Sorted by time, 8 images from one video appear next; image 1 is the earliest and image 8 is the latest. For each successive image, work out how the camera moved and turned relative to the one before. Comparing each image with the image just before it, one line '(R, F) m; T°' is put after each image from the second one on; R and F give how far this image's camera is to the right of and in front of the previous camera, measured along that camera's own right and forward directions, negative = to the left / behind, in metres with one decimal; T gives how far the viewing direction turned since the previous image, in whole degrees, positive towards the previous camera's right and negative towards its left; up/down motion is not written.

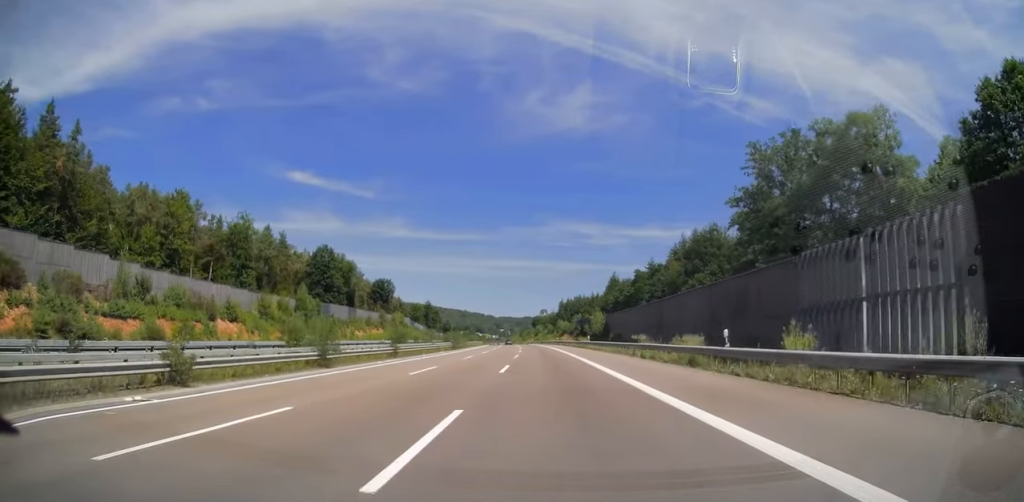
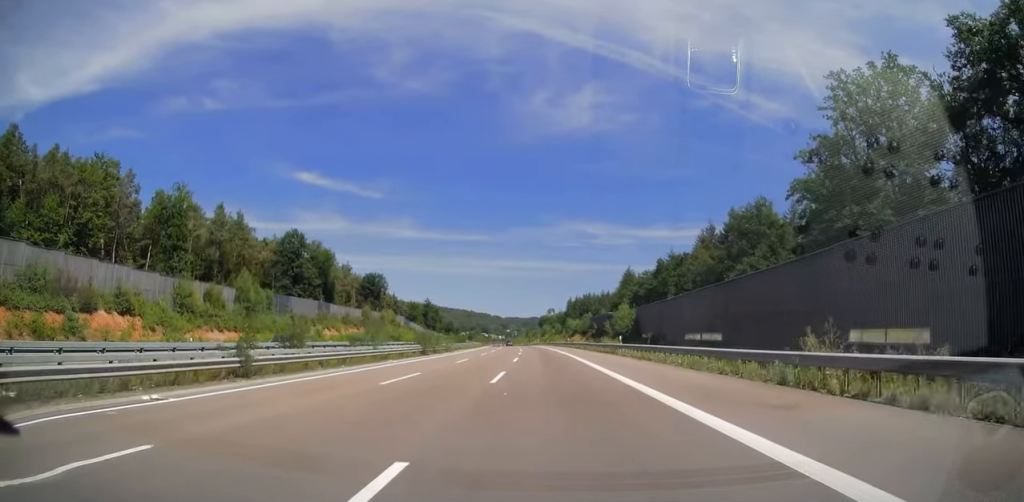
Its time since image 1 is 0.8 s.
(+0.2, +22.8) m; -1°
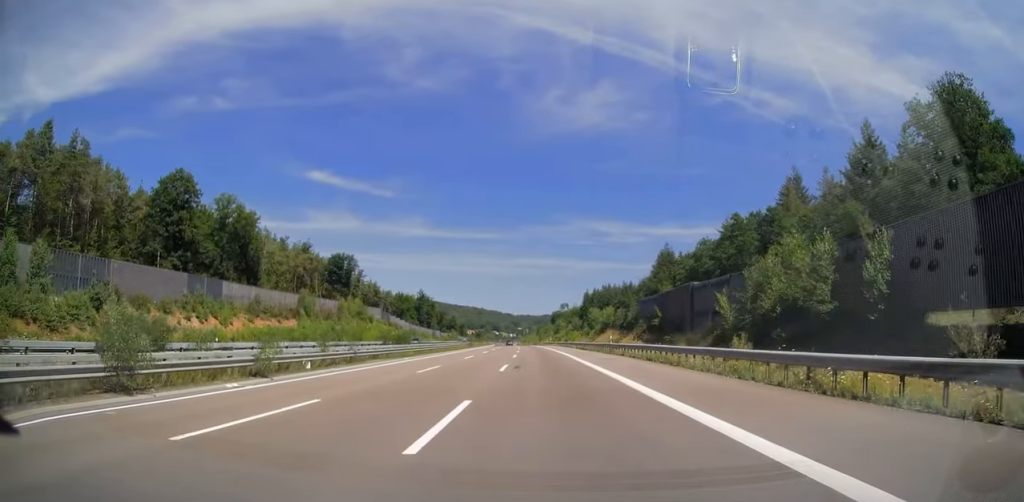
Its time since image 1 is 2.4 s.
(-0.6, +47.6) m; -1°
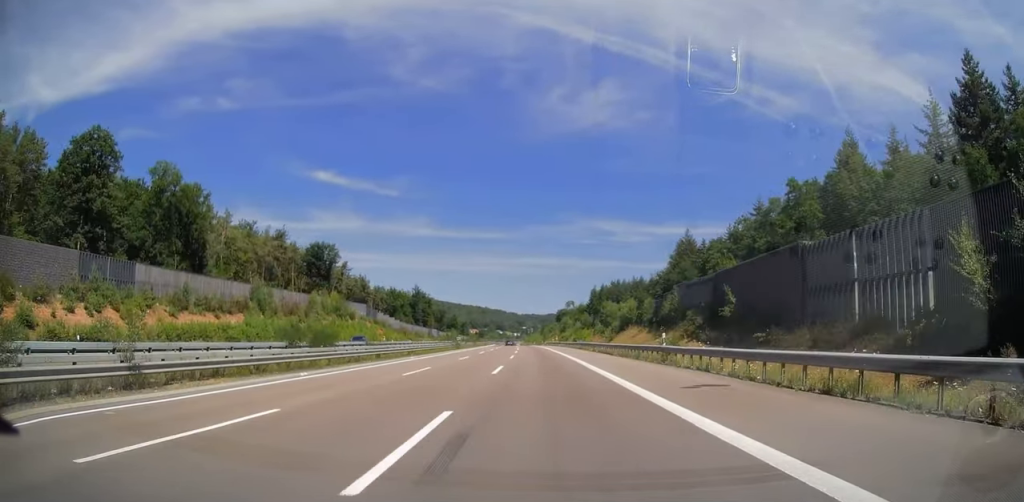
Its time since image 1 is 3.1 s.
(-0.1, +19.9) m; 0°
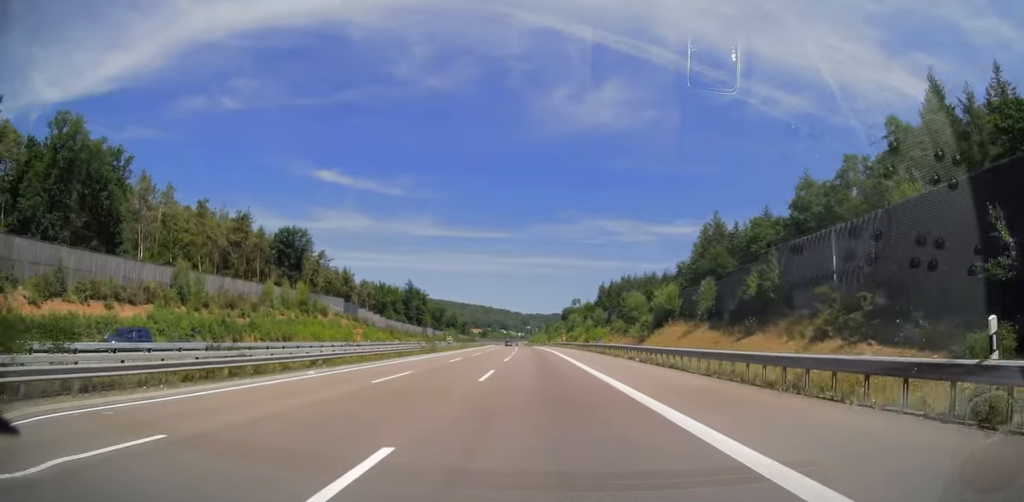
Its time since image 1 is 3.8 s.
(-0.2, +21.8) m; -1°
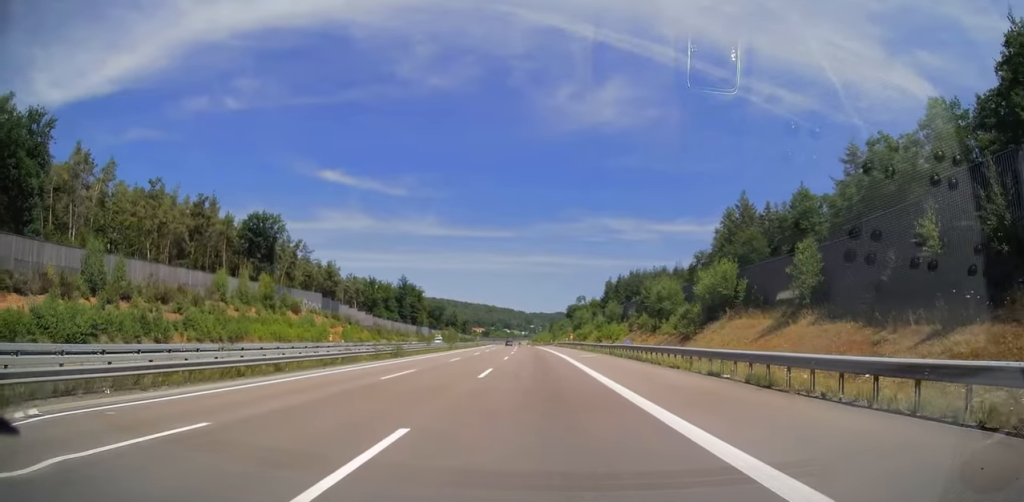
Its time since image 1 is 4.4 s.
(+0.1, +16.5) m; -1°
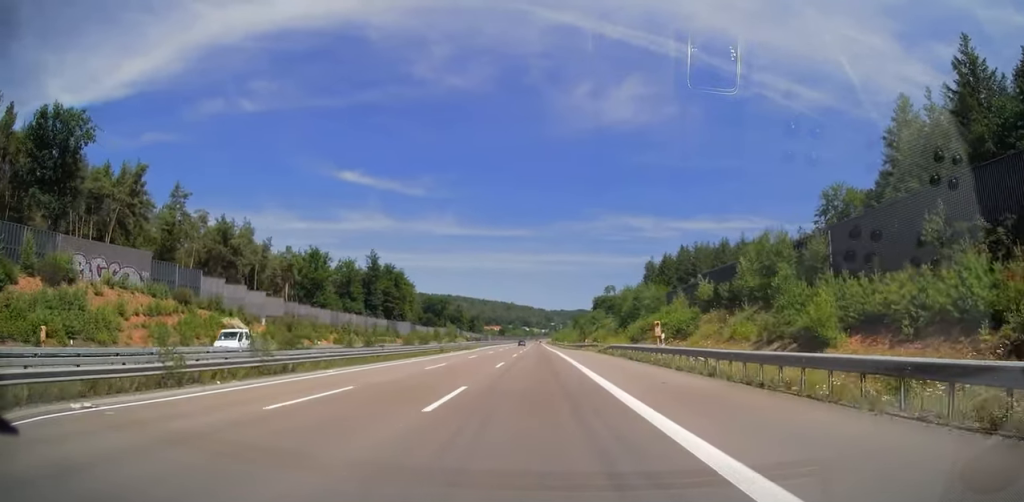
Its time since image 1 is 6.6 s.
(-1.2, +63.6) m; -1°
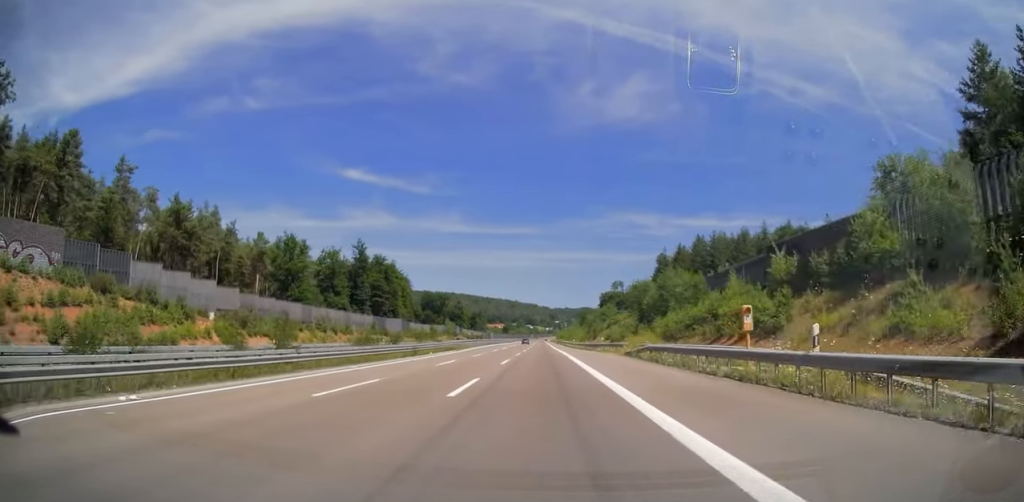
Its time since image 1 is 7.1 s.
(0.0, +15.6) m; 0°
